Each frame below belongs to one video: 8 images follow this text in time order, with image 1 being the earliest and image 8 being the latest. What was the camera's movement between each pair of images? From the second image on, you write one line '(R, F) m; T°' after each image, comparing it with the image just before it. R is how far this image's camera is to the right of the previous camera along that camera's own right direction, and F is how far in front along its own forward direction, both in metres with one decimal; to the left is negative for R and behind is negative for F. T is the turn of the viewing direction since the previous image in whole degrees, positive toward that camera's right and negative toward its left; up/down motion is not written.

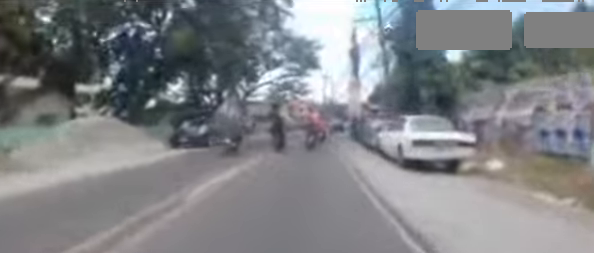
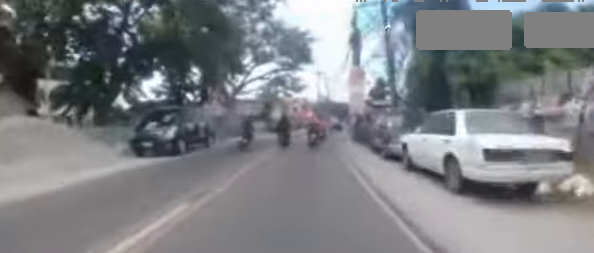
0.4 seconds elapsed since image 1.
(-0.1, +3.0) m; +1°
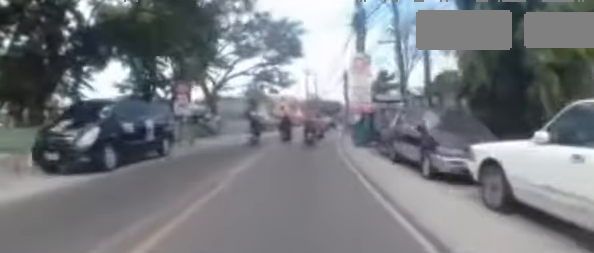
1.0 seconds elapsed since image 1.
(+0.3, +4.3) m; 0°
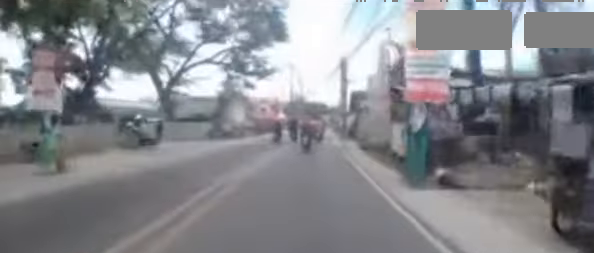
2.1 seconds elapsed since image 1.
(-0.1, +8.3) m; +1°
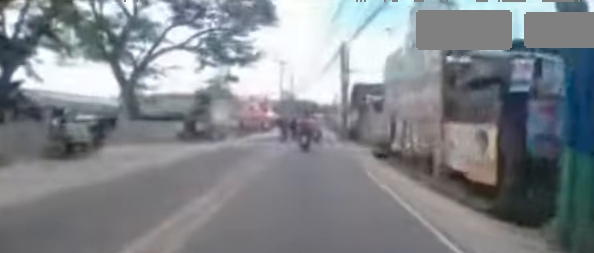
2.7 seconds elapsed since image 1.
(+0.1, +4.7) m; +2°
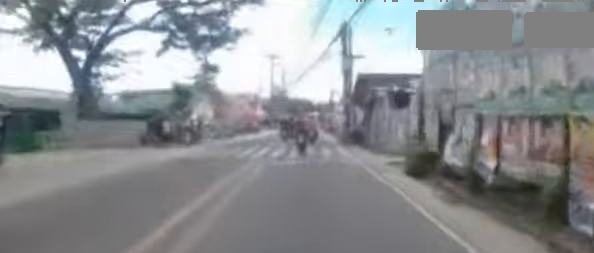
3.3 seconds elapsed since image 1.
(+0.2, +4.1) m; +3°
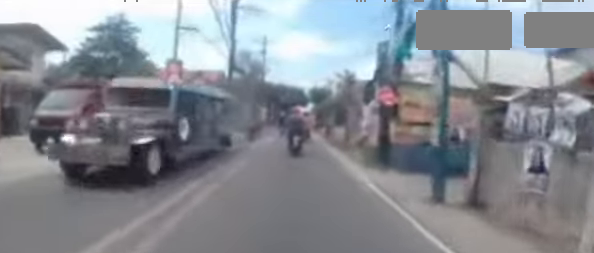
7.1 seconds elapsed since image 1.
(+1.6, +27.9) m; +5°
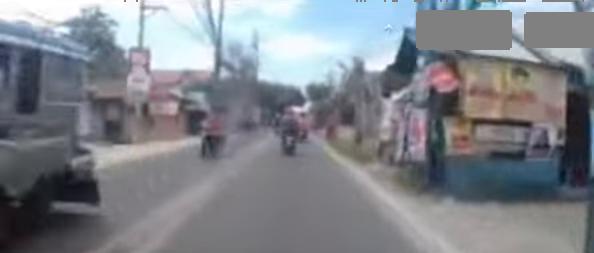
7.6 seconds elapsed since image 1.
(0.0, +3.5) m; -2°
